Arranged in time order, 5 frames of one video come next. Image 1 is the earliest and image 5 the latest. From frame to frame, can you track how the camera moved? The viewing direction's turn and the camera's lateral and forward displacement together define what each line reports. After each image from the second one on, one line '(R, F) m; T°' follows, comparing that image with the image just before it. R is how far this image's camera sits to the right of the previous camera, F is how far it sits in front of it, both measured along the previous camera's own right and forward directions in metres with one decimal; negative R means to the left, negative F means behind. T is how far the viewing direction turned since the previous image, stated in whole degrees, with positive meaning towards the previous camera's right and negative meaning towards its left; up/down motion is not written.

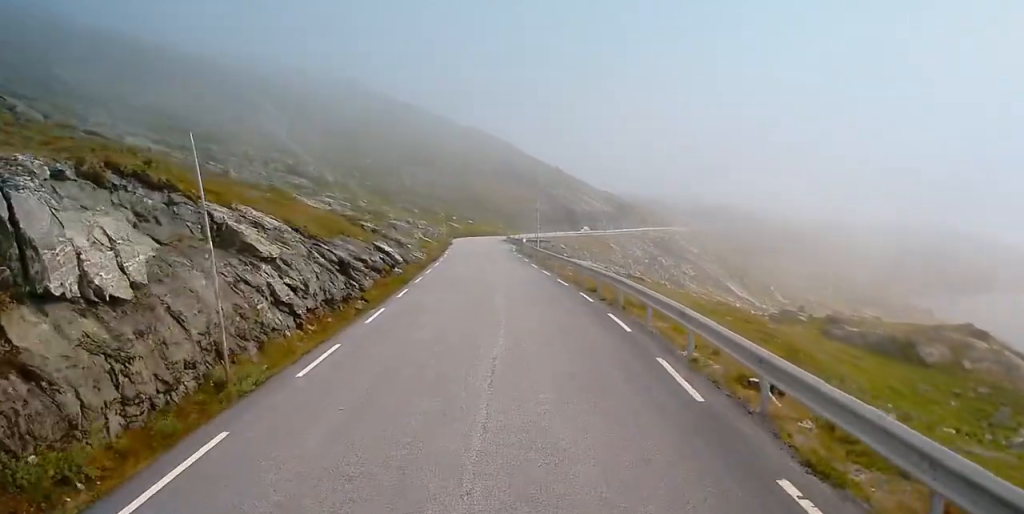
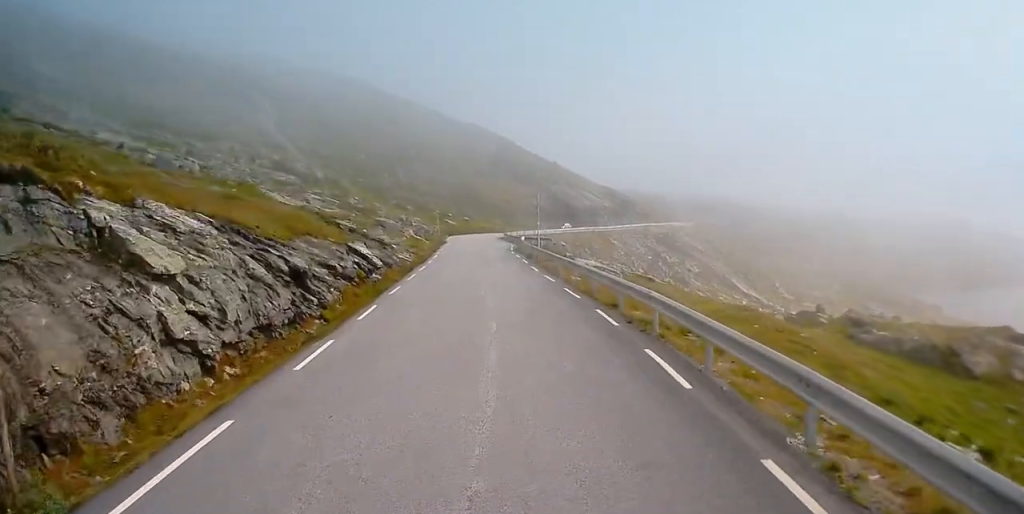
(0.0, +5.5) m; 0°
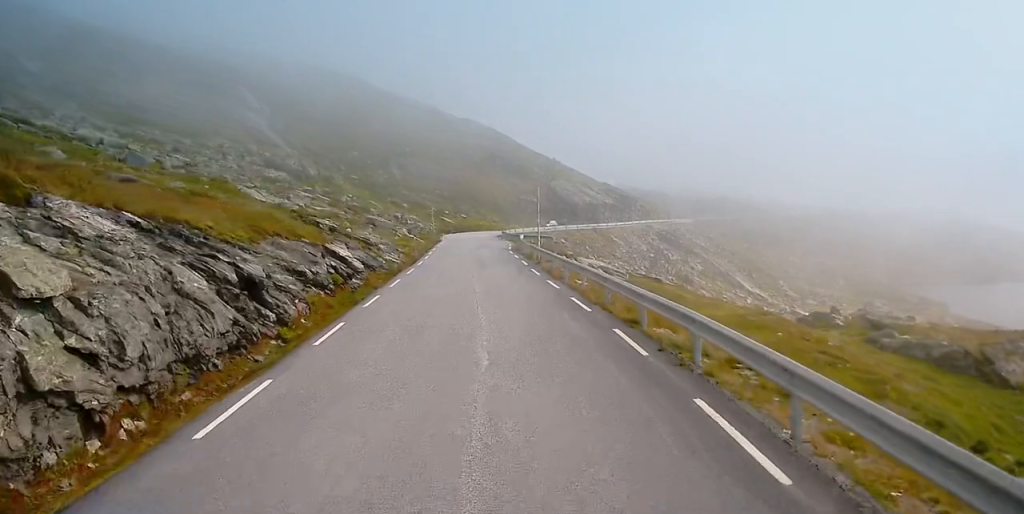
(0.0, +3.8) m; 0°
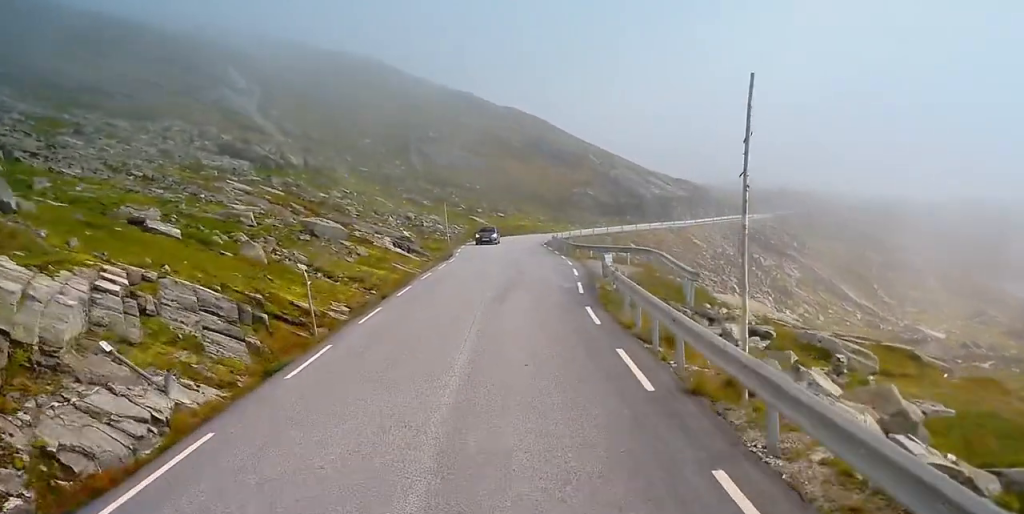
(0.0, +32.2) m; 0°
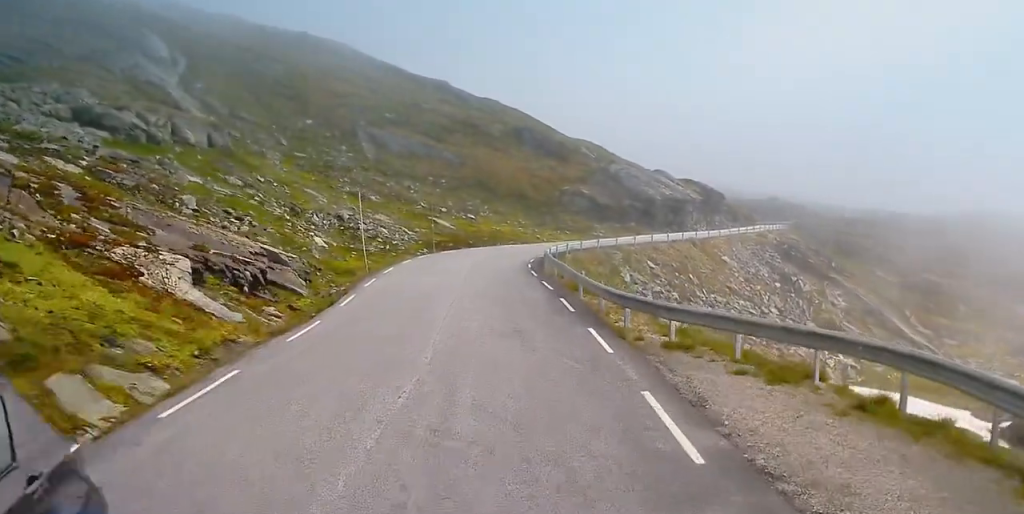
(+1.4, +26.4) m; +6°
